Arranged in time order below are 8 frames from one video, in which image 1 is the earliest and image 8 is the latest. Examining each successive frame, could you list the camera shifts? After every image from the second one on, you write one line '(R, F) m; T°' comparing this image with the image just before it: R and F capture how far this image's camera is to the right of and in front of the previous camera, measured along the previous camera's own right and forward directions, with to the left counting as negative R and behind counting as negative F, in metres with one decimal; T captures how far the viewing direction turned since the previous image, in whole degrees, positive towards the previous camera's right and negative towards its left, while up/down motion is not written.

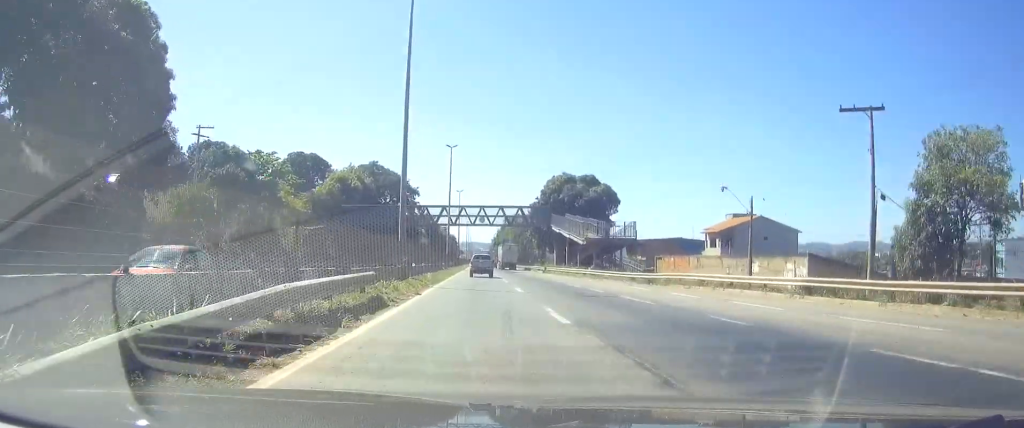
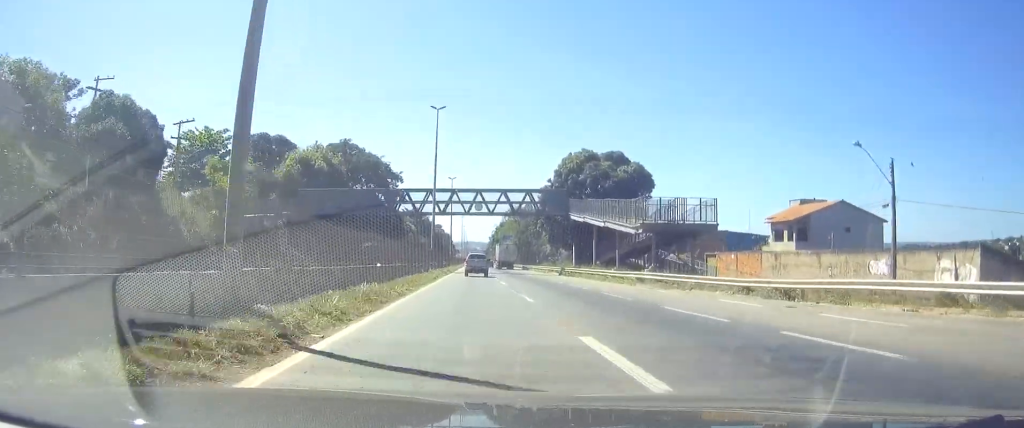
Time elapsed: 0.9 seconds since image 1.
(+0.1, +21.7) m; 0°
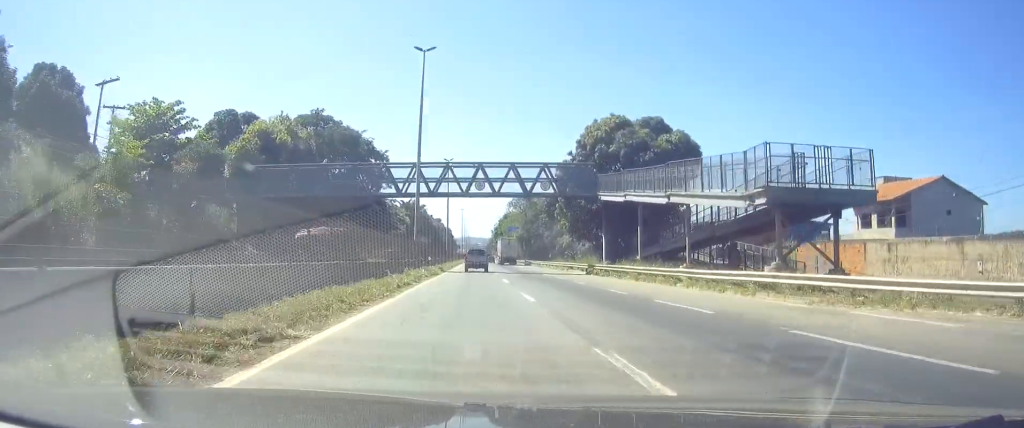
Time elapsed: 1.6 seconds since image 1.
(0.0, +16.7) m; -1°
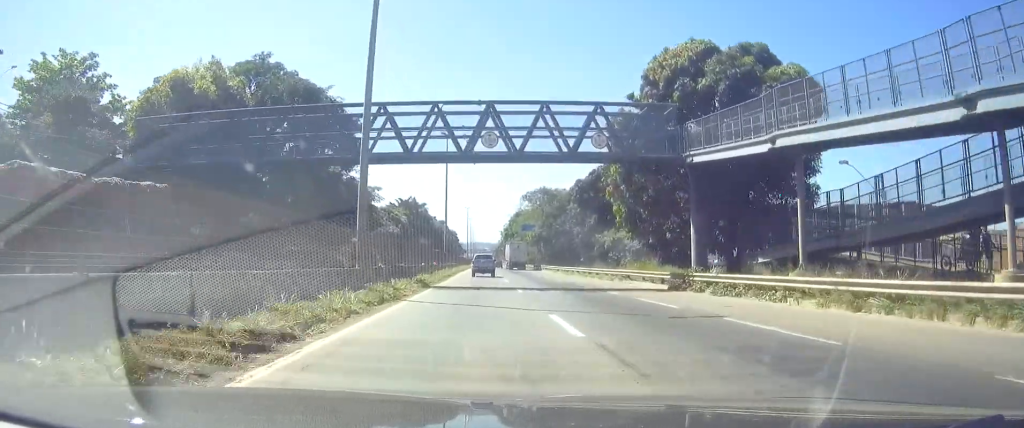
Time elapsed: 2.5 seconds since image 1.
(-0.3, +22.2) m; -1°
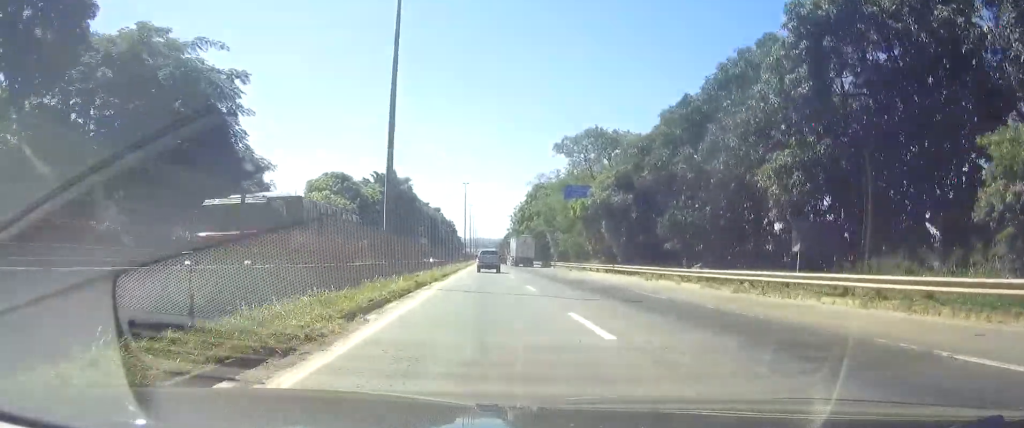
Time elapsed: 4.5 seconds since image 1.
(+0.2, +45.8) m; +1°
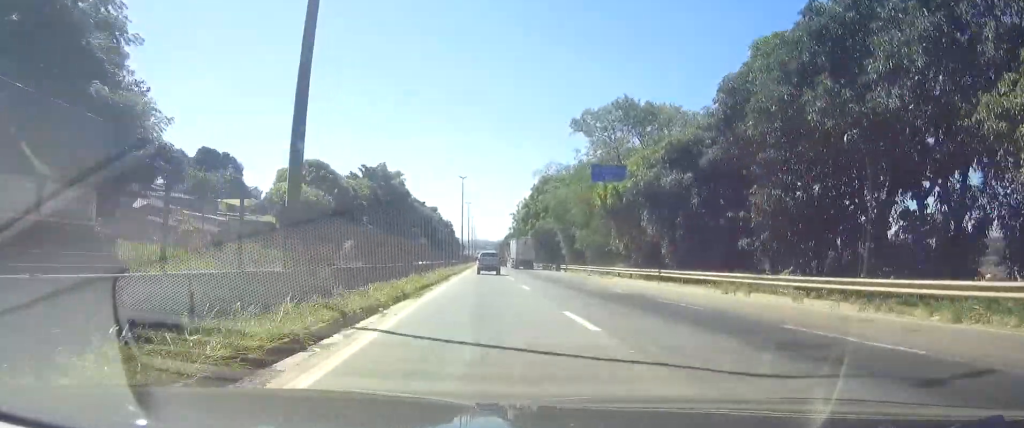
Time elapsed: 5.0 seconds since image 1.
(0.0, +12.8) m; 0°
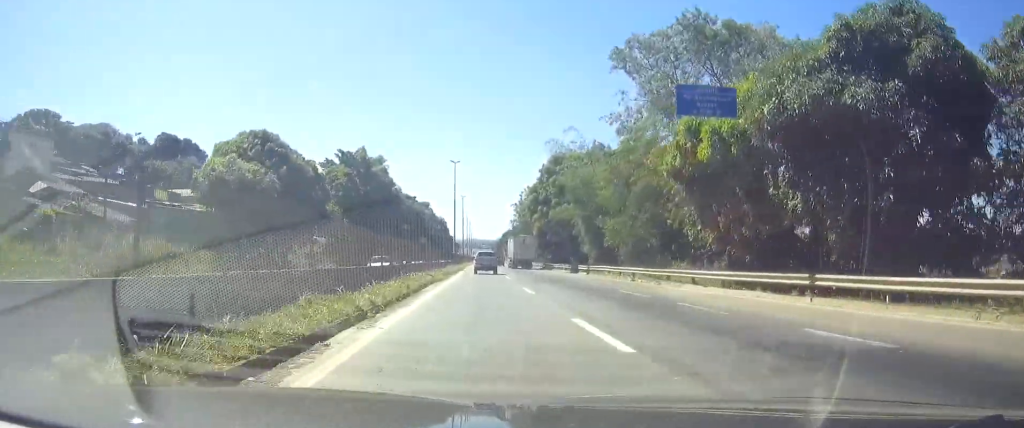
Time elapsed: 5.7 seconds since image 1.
(+0.1, +17.8) m; 0°
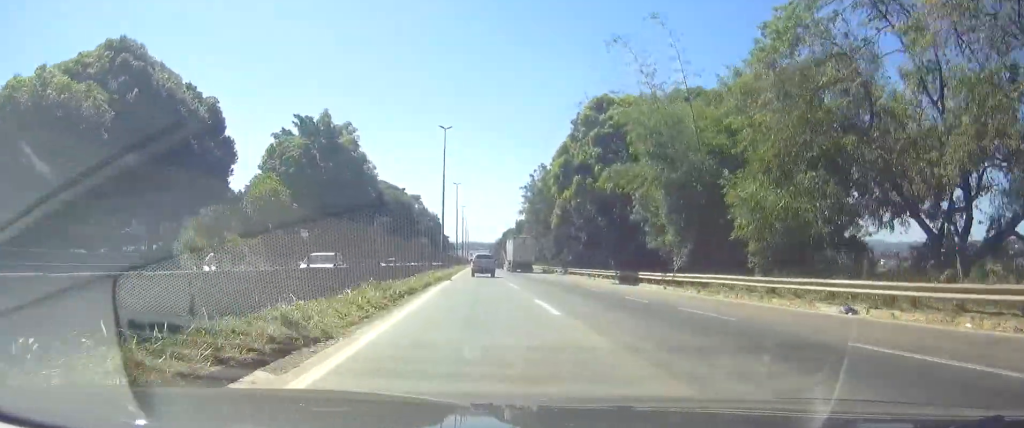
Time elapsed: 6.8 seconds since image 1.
(-0.3, +25.2) m; 0°
